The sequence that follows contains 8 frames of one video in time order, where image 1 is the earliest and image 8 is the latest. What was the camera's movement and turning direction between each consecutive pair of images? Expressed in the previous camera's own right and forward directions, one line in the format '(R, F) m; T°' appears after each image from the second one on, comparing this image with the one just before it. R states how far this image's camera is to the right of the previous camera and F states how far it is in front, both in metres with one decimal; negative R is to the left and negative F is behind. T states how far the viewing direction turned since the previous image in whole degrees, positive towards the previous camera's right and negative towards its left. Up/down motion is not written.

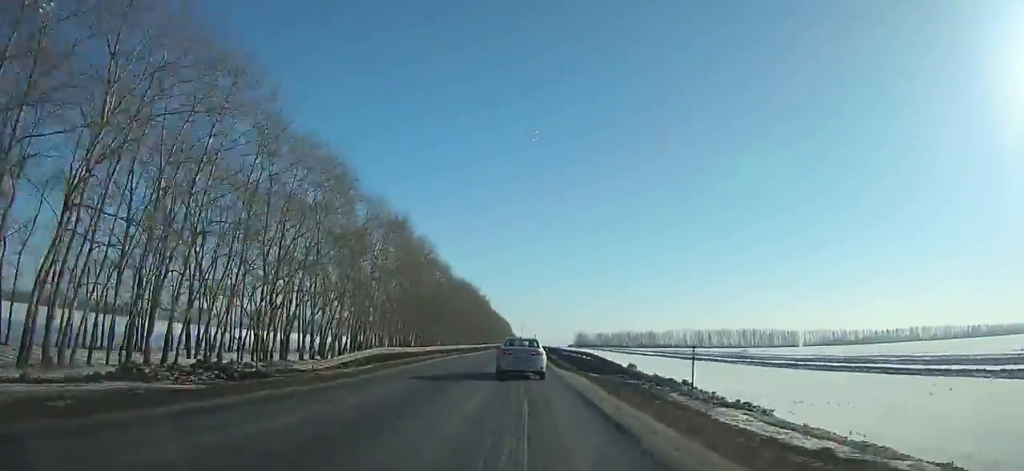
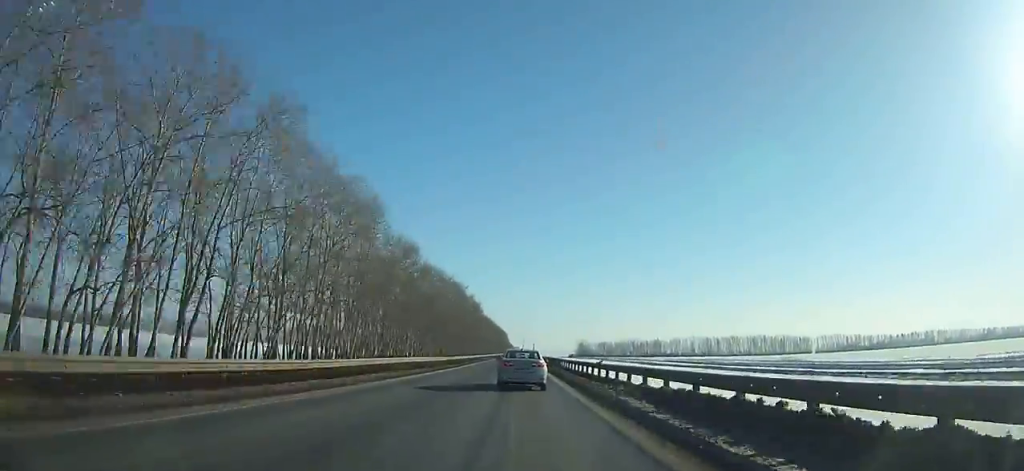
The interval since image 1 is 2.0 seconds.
(0.0, +40.1) m; 0°
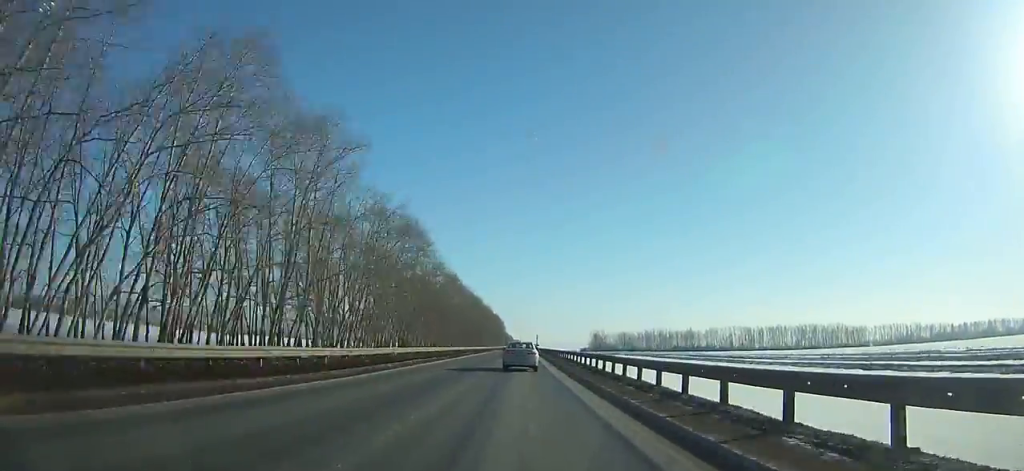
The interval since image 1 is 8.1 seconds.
(+0.1, +122.7) m; 0°
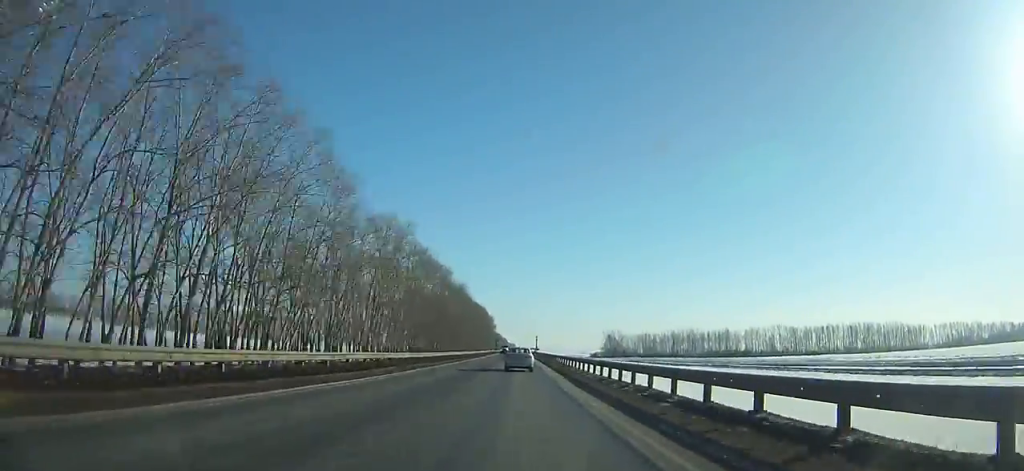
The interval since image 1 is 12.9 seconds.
(+0.1, +101.2) m; 0°
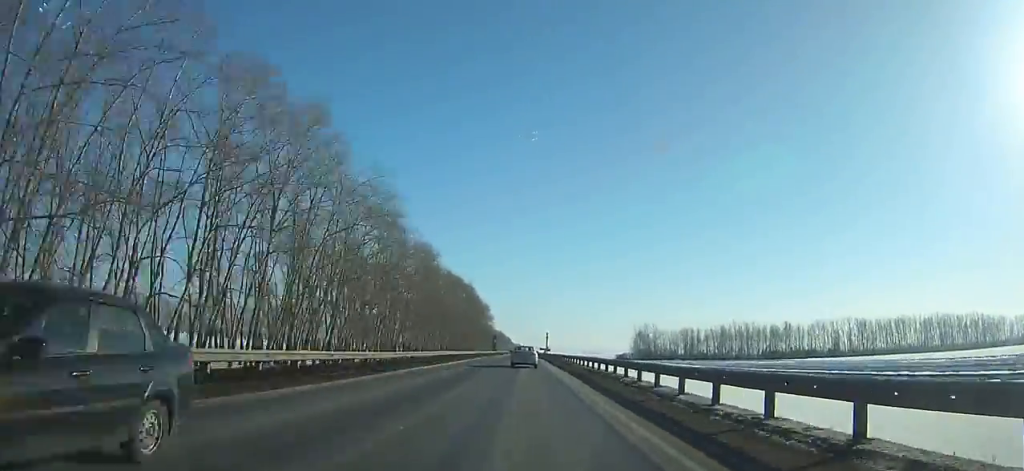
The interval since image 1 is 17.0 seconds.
(+0.2, +91.6) m; 0°
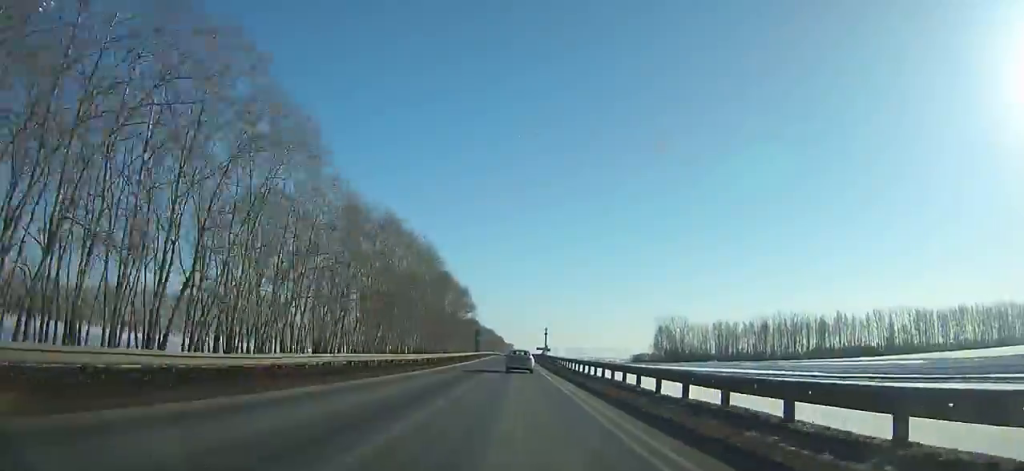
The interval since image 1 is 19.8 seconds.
(+0.1, +63.5) m; 0°
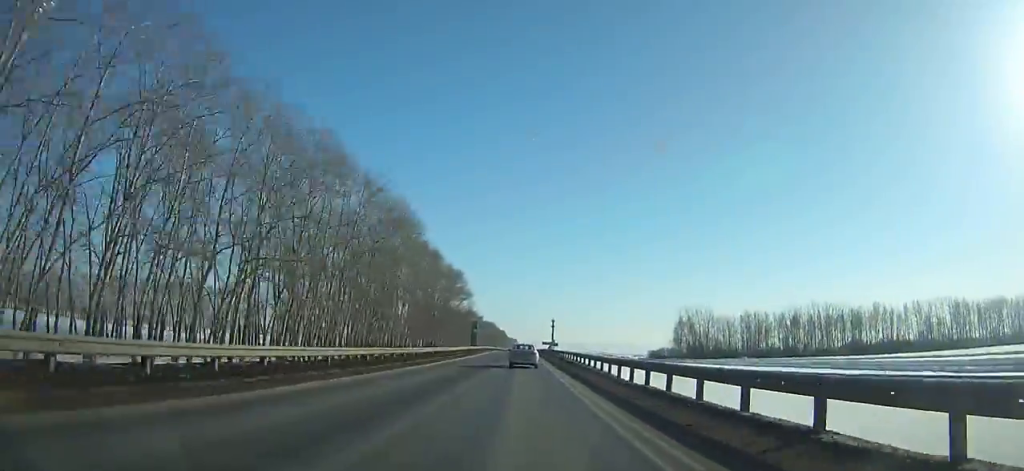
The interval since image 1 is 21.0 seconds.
(0.0, +27.0) m; 0°
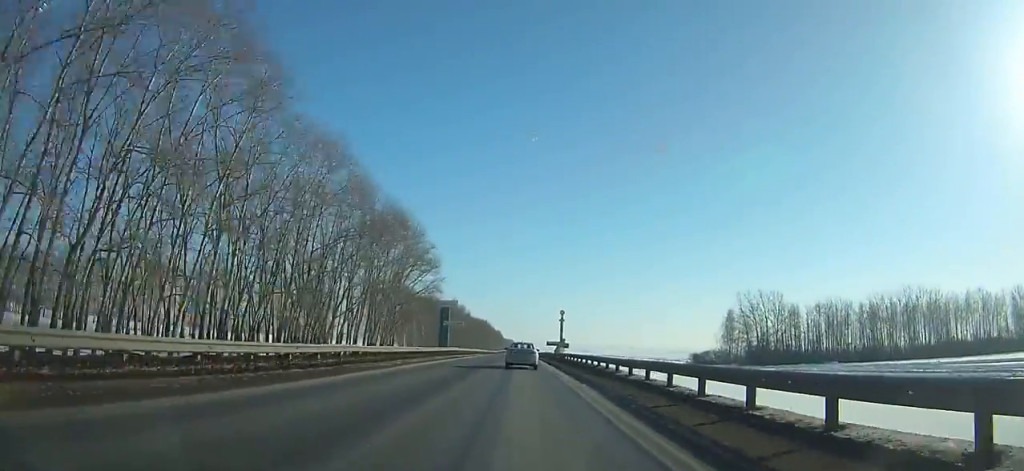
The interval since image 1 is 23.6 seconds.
(0.0, +58.5) m; 0°
